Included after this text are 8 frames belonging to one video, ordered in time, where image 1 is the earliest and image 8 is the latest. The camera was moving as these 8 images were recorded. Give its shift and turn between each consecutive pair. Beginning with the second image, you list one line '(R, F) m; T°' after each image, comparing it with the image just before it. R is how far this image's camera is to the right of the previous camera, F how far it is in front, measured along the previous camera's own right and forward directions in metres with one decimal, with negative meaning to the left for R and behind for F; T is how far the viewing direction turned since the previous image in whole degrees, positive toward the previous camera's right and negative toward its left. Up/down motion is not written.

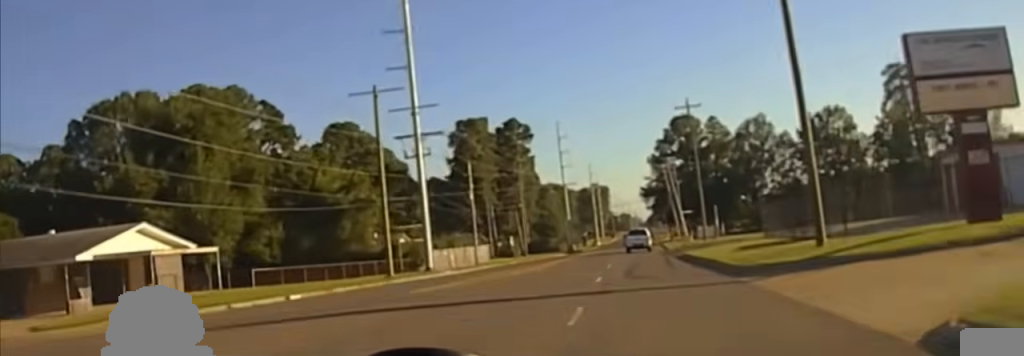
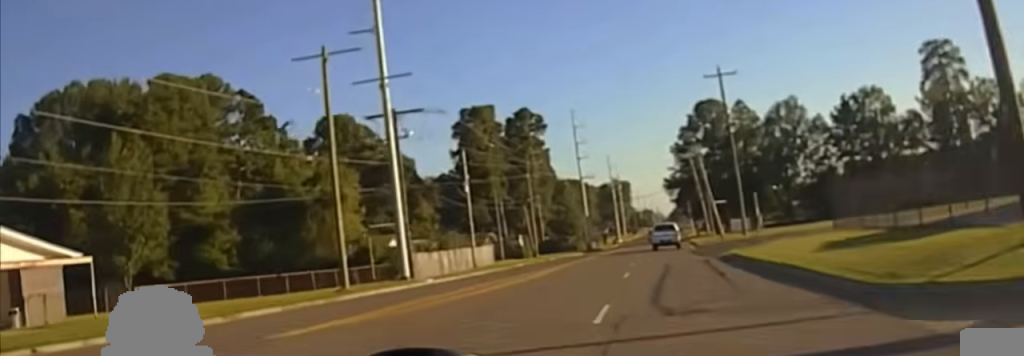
(-0.1, +12.6) m; -1°
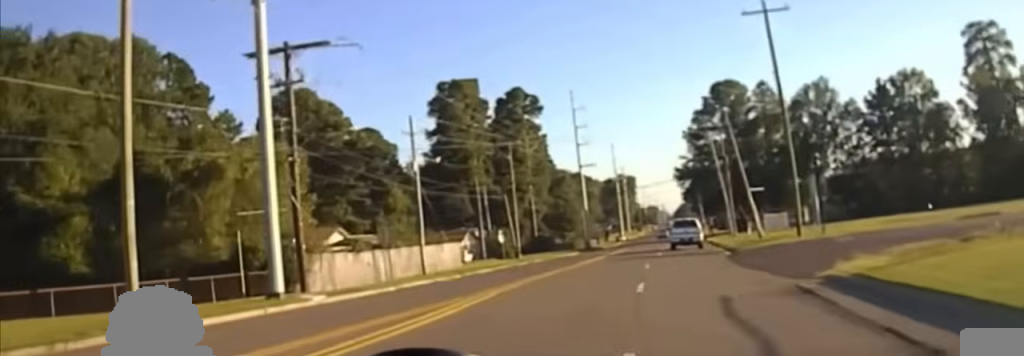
(-0.3, +18.9) m; -1°
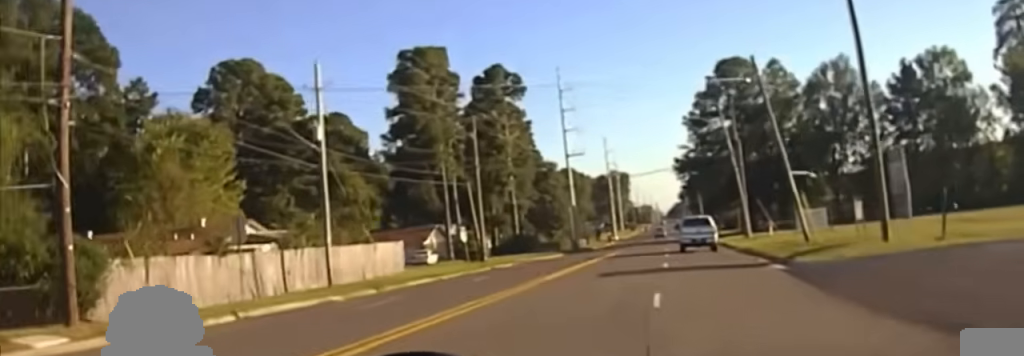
(-0.1, +15.2) m; 0°
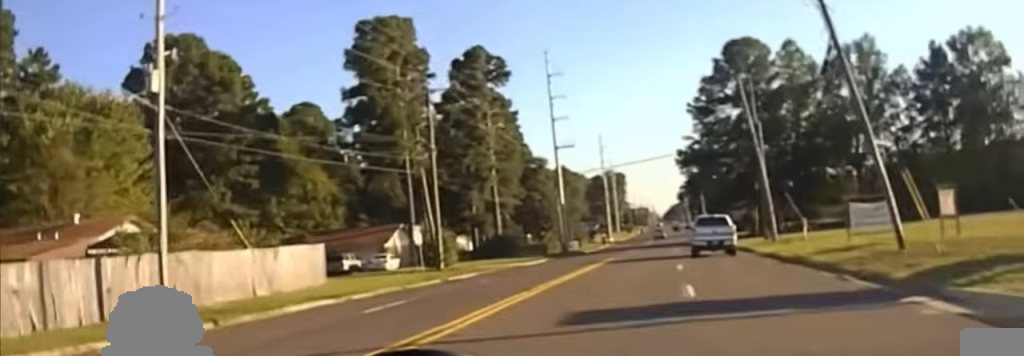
(0.0, +13.7) m; 0°
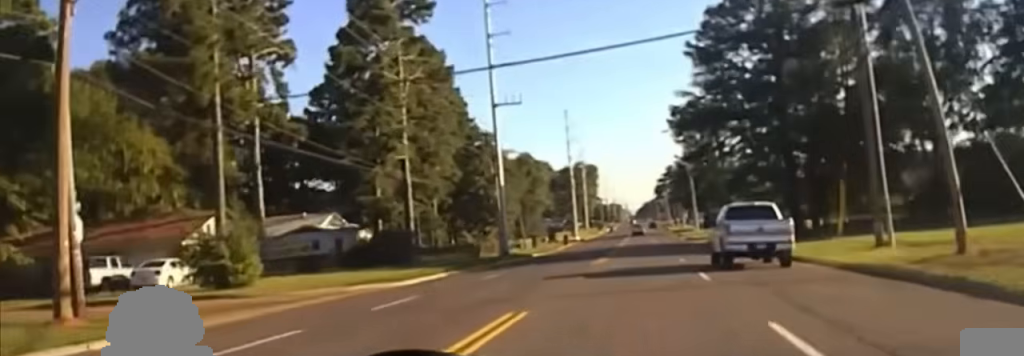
(0.0, +34.0) m; 0°
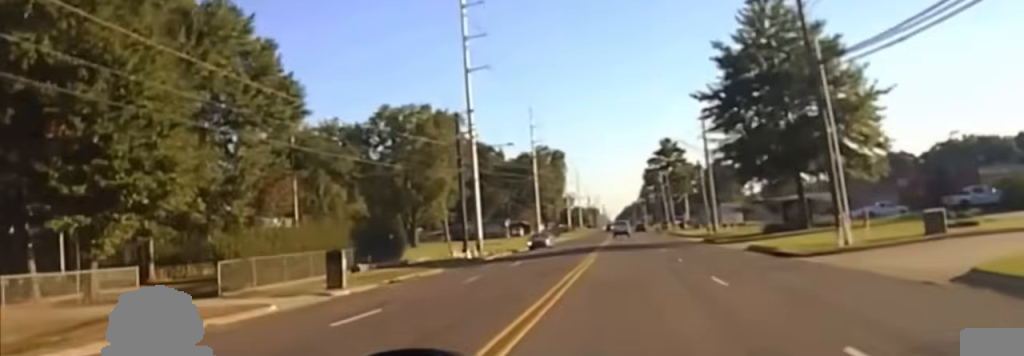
(+2.5, +90.0) m; +3°
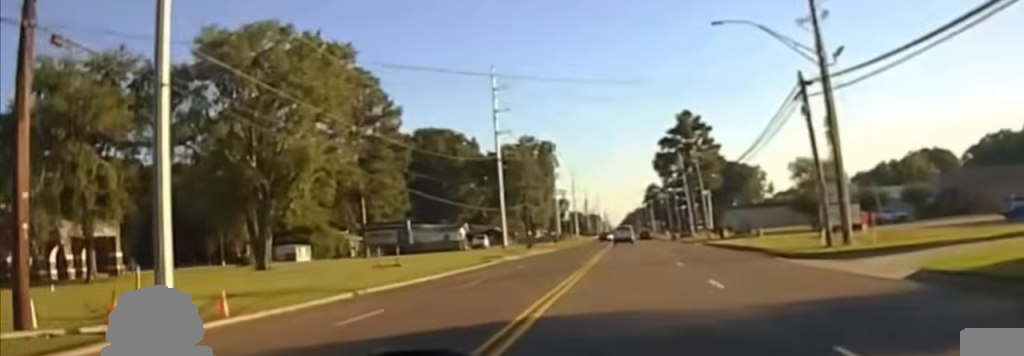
(-0.1, +48.6) m; -1°
